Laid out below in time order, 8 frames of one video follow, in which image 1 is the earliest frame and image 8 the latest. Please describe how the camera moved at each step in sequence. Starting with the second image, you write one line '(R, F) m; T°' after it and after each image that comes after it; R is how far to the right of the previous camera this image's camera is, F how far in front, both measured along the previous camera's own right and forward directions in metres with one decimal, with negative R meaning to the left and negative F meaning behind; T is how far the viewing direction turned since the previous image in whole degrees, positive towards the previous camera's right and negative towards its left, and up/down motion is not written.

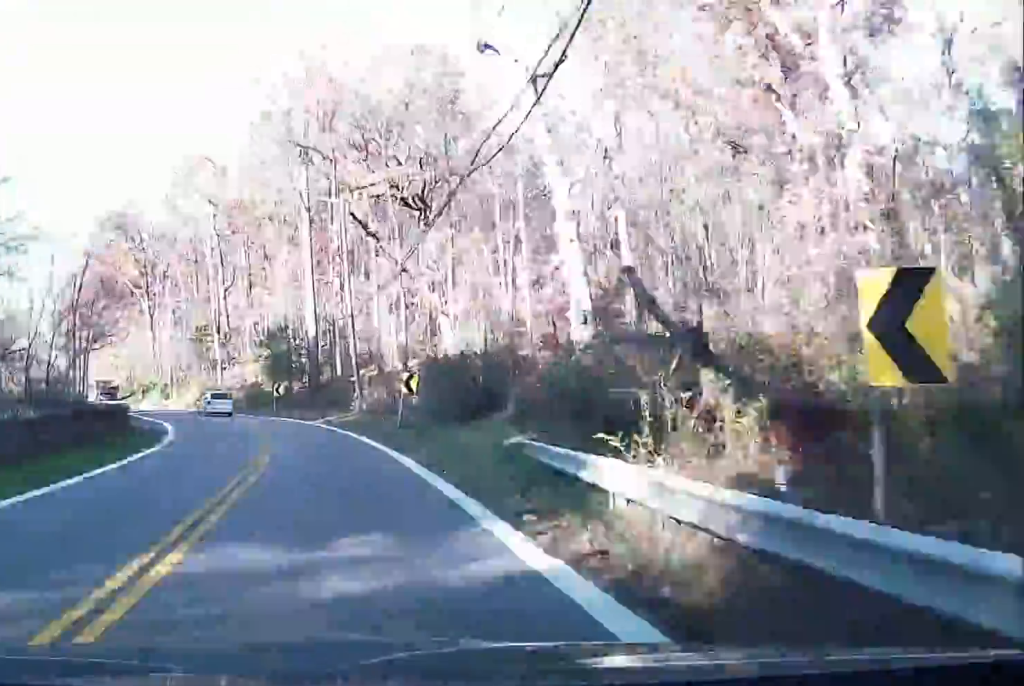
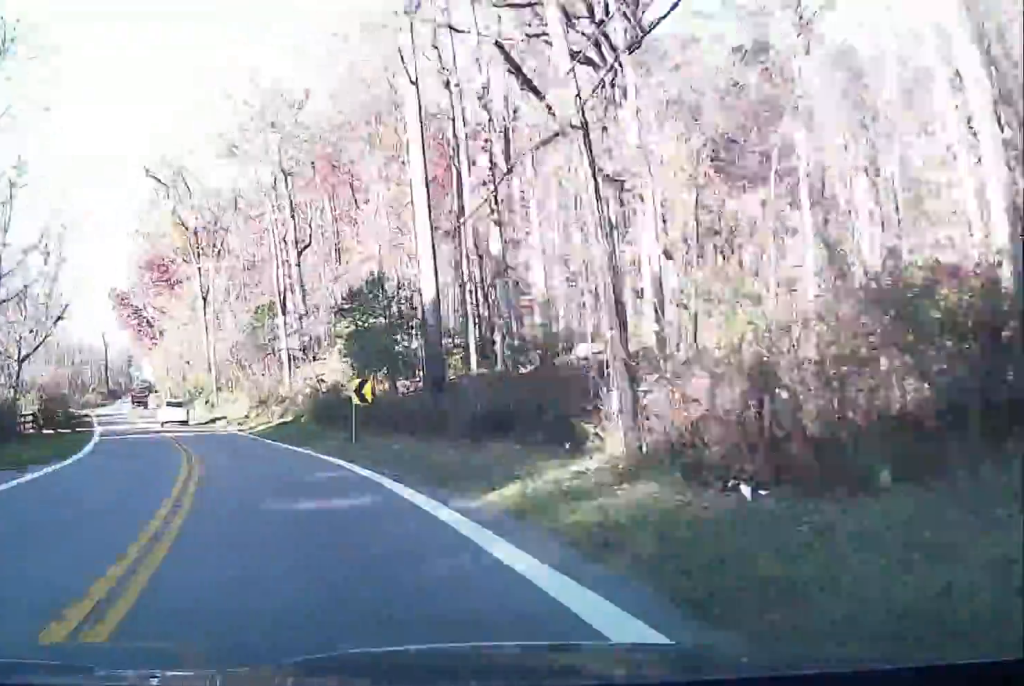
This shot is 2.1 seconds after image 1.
(-2.5, +36.6) m; -6°
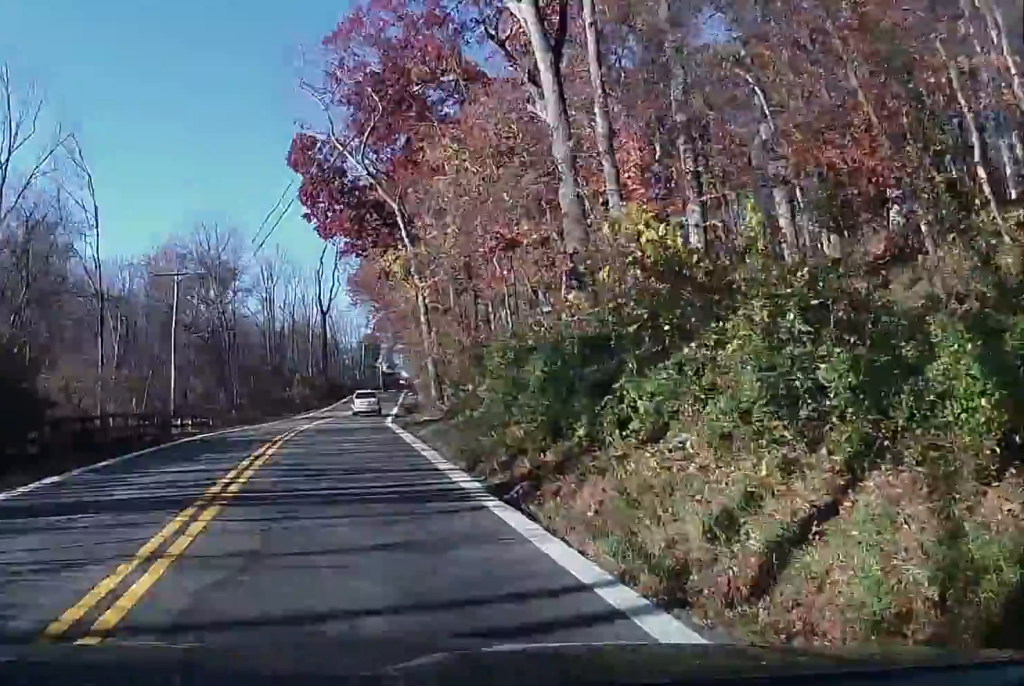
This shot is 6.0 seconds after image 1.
(-7.8, +68.2) m; -7°
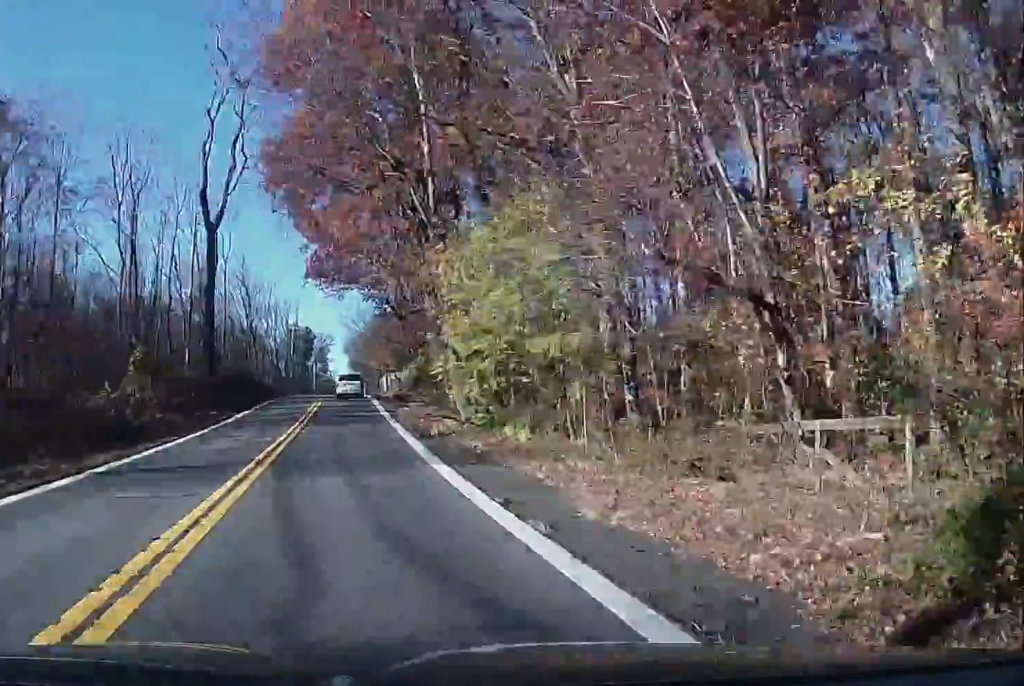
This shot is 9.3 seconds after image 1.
(-1.0, +61.1) m; +1°
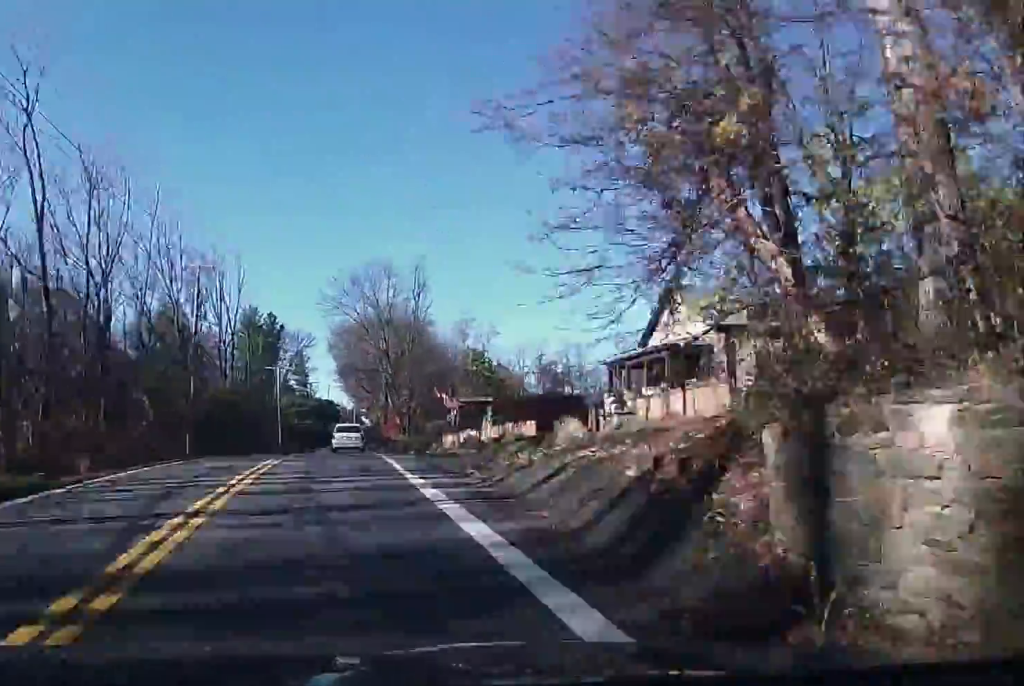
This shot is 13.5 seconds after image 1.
(+2.2, +78.3) m; +2°
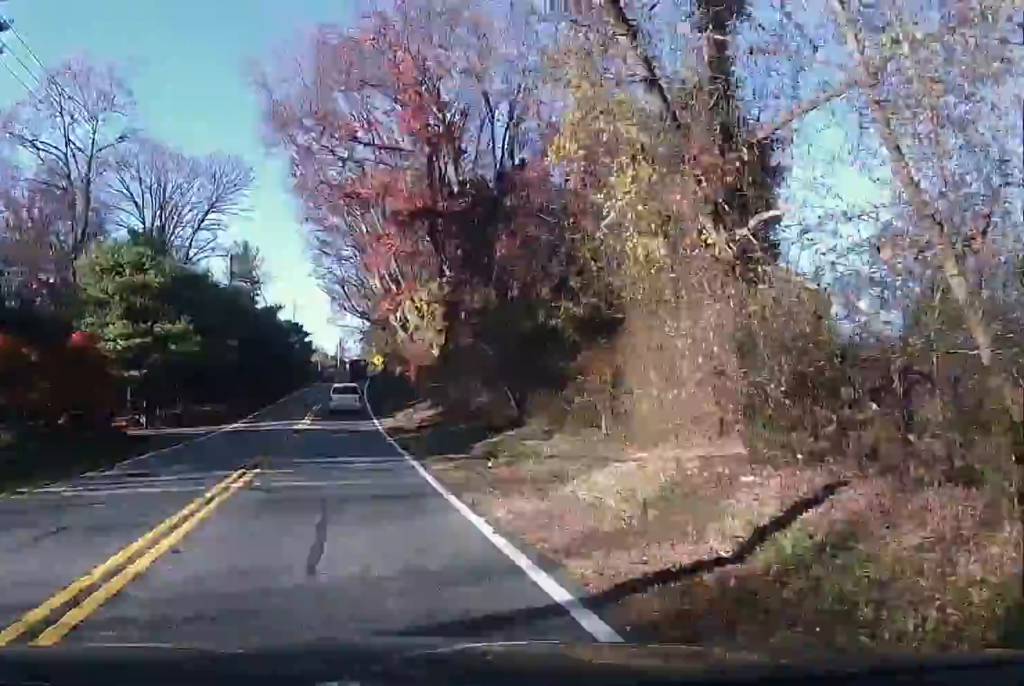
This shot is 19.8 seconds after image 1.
(0.0, +119.3) m; 0°
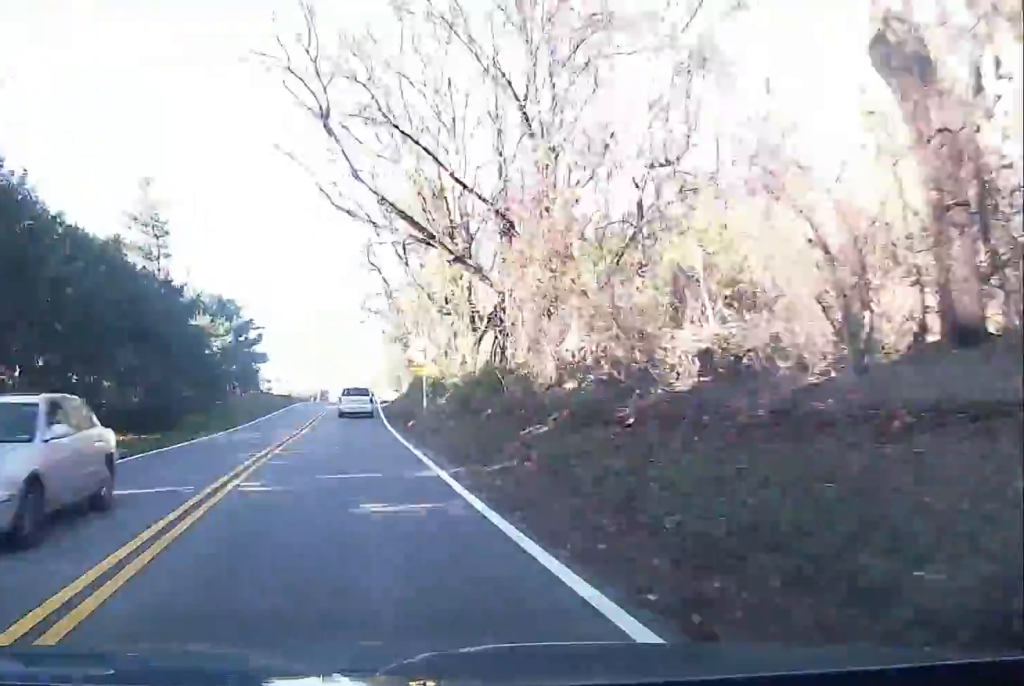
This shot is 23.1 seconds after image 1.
(0.0, +61.2) m; +1°
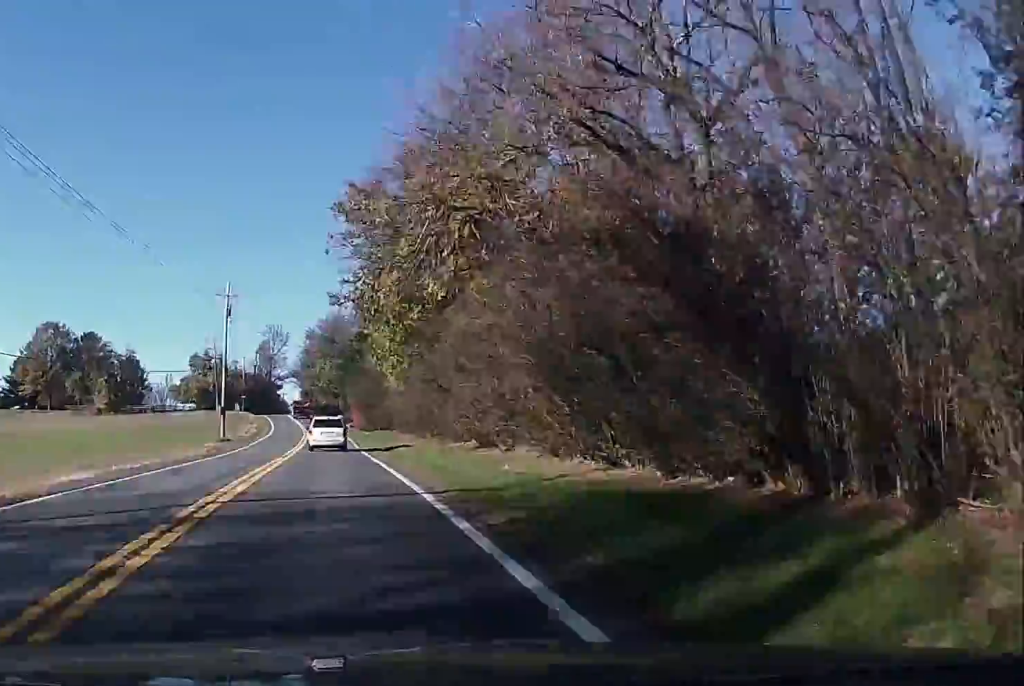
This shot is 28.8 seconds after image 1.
(+2.9, +98.7) m; +3°
